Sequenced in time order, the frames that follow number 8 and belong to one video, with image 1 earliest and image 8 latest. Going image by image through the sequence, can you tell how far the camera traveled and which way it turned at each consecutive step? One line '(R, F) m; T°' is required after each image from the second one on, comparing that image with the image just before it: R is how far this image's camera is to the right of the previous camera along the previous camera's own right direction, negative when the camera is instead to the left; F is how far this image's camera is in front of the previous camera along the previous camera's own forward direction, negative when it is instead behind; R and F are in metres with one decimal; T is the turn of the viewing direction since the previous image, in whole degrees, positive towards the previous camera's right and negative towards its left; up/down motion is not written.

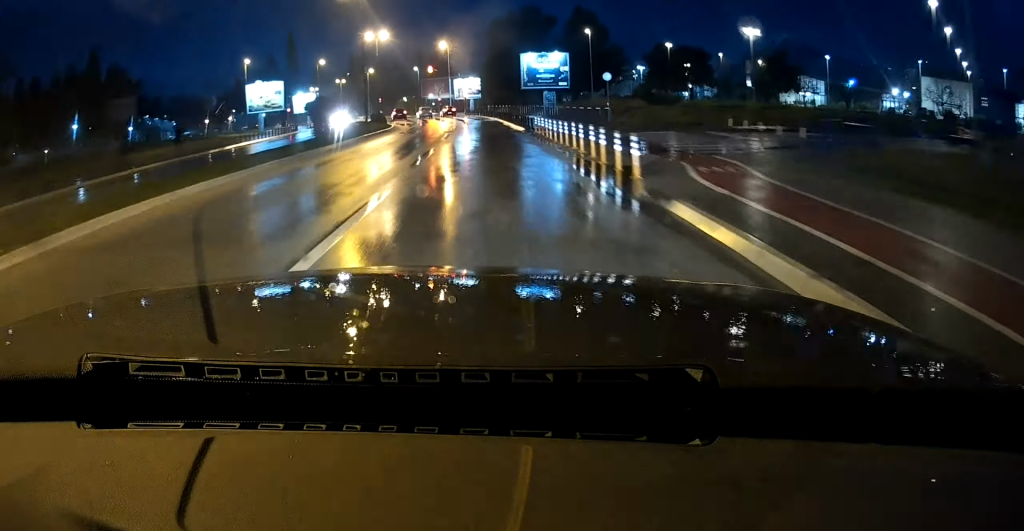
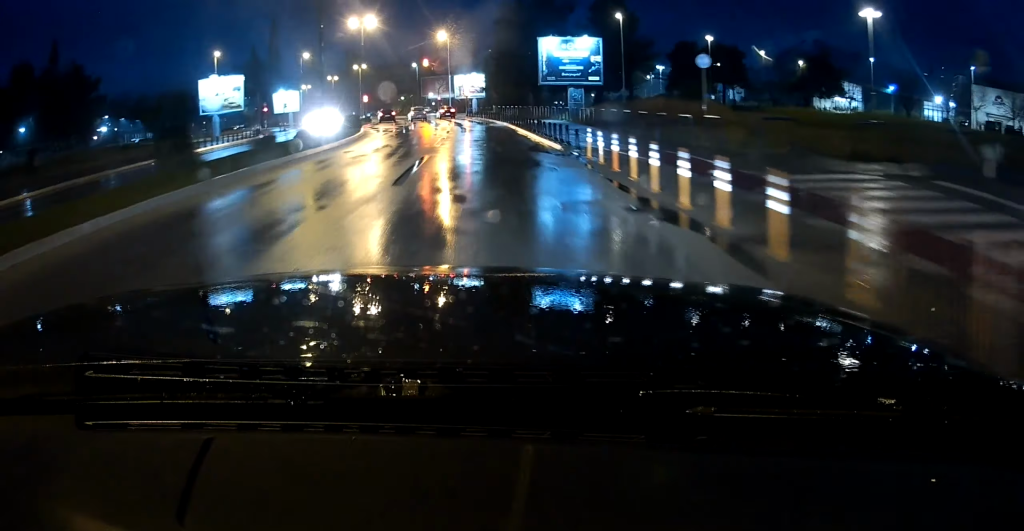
(-0.1, +13.4) m; -1°
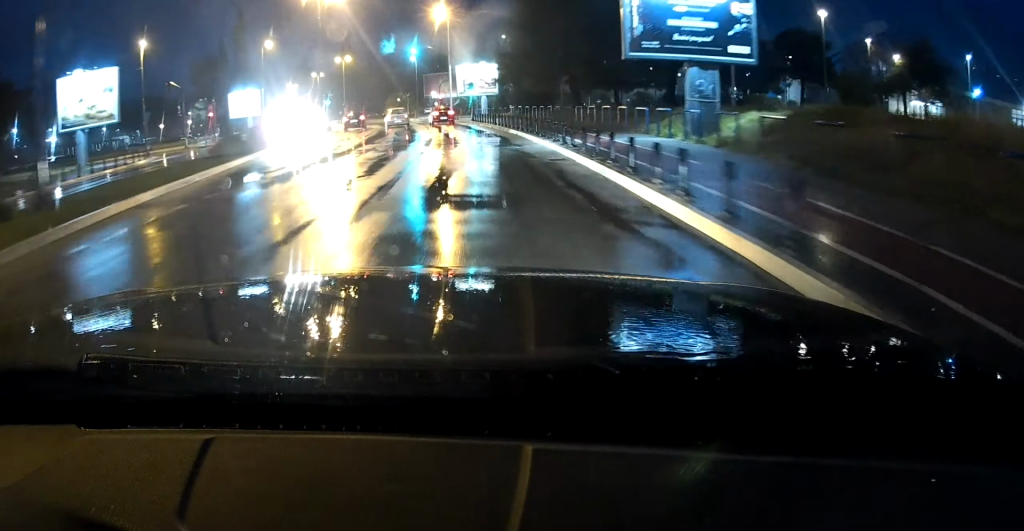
(-0.2, +23.4) m; -1°
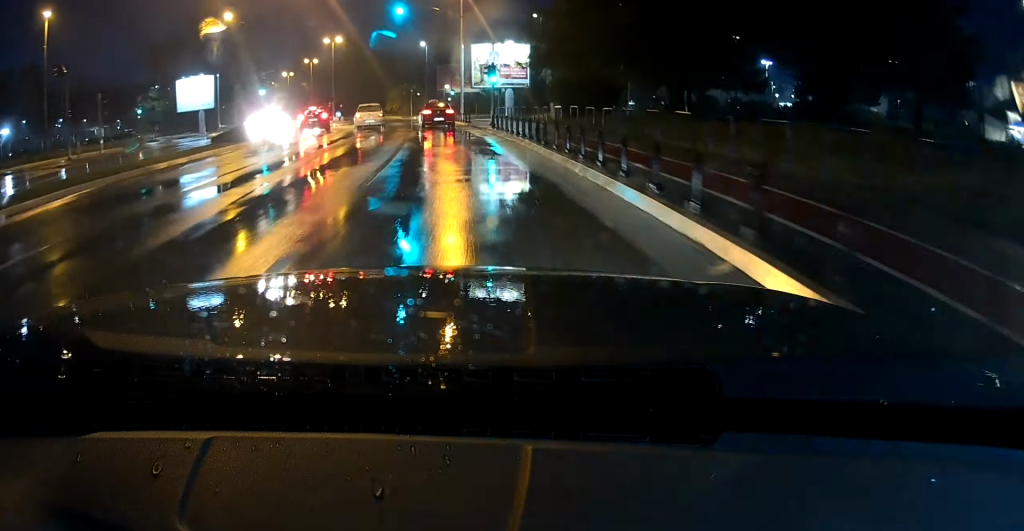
(-0.3, +21.0) m; -2°
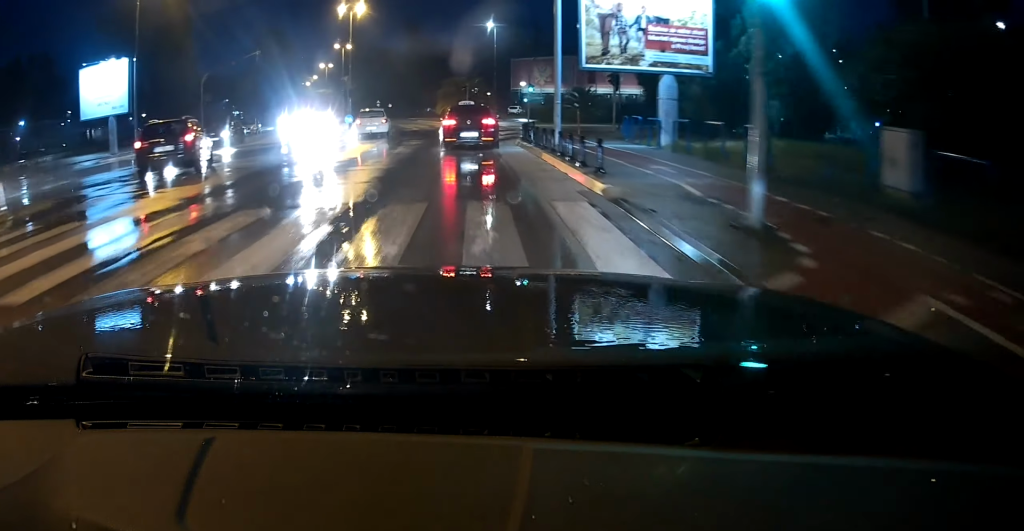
(-1.4, +28.2) m; -5°
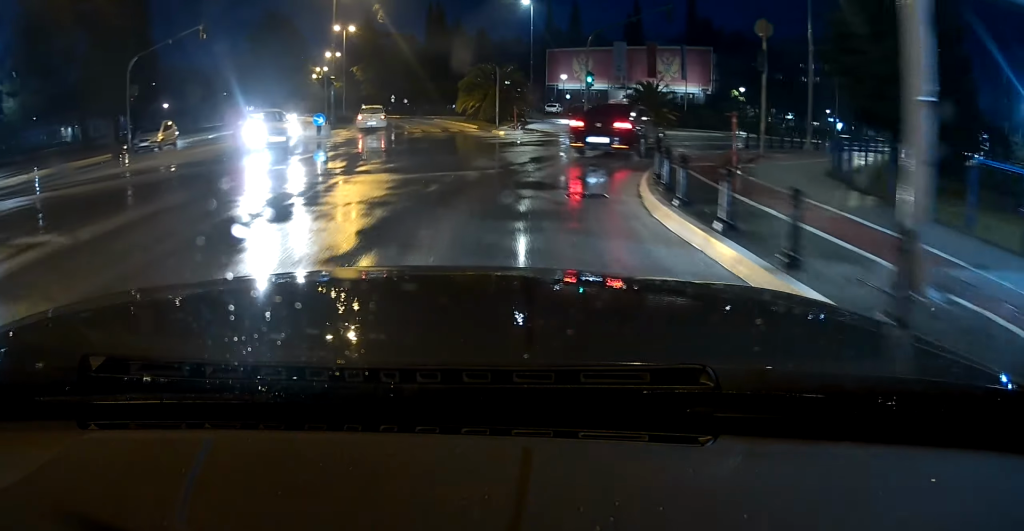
(-0.2, +16.4) m; +6°
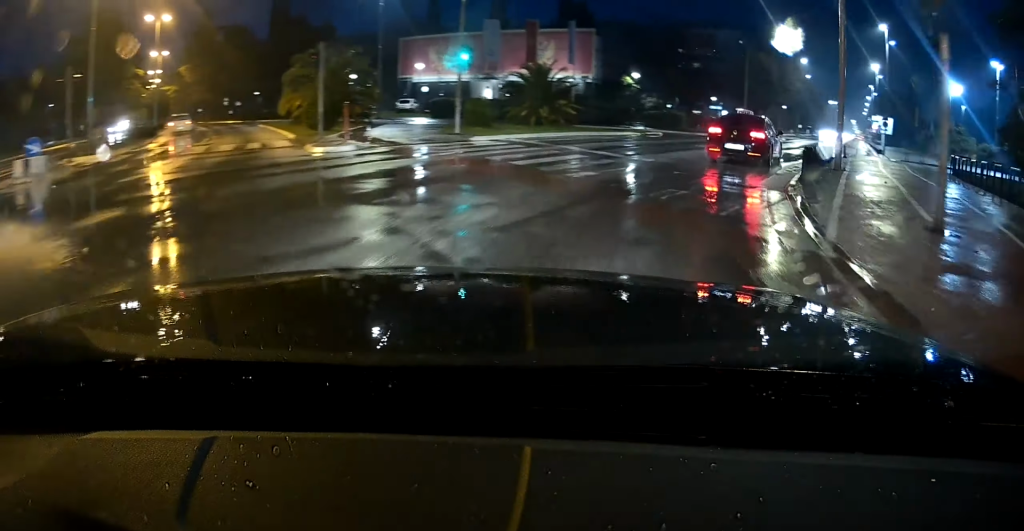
(+1.6, +14.9) m; +17°
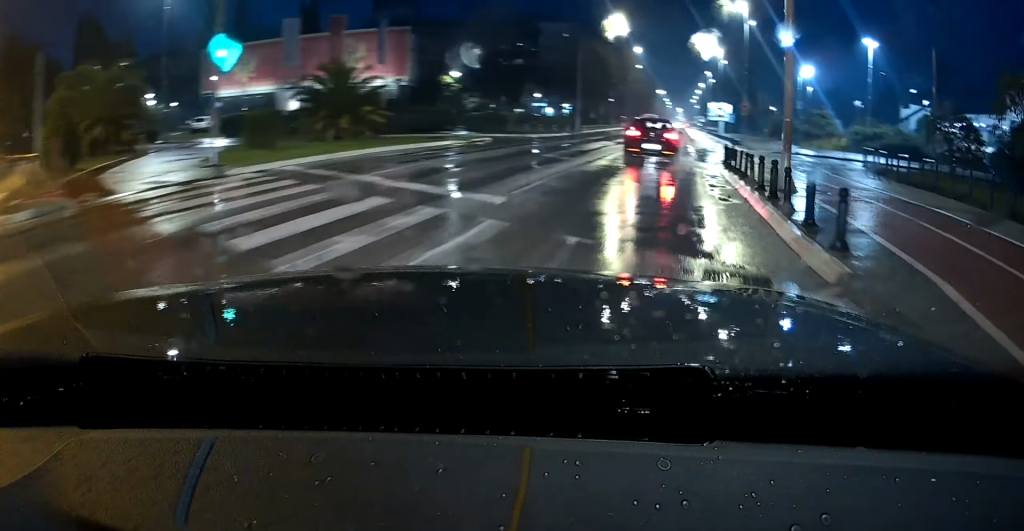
(+1.3, +8.7) m; +9°
